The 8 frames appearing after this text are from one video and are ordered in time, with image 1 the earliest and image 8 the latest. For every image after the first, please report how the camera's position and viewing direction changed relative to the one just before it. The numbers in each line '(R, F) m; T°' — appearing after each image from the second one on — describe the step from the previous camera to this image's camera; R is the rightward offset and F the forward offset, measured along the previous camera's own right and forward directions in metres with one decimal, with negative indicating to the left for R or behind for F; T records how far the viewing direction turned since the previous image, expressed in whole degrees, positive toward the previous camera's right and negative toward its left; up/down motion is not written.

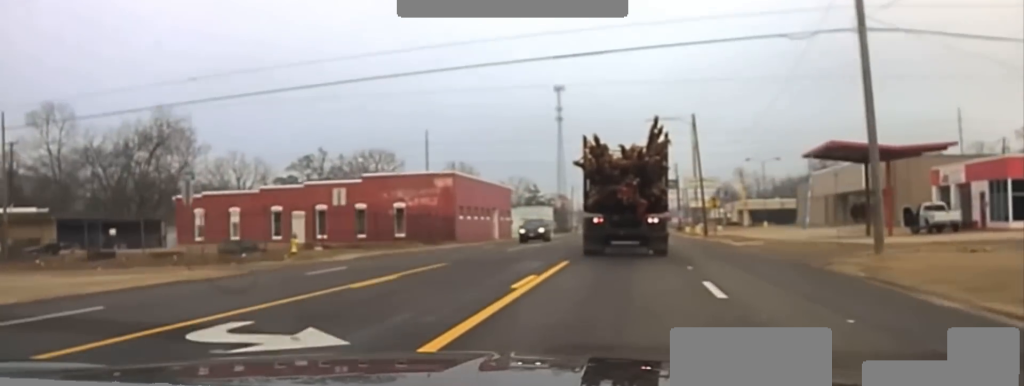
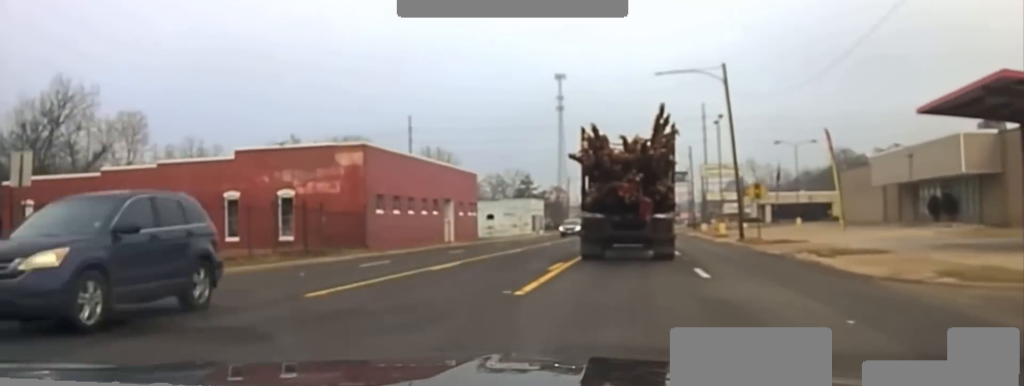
(-0.3, +22.1) m; -1°
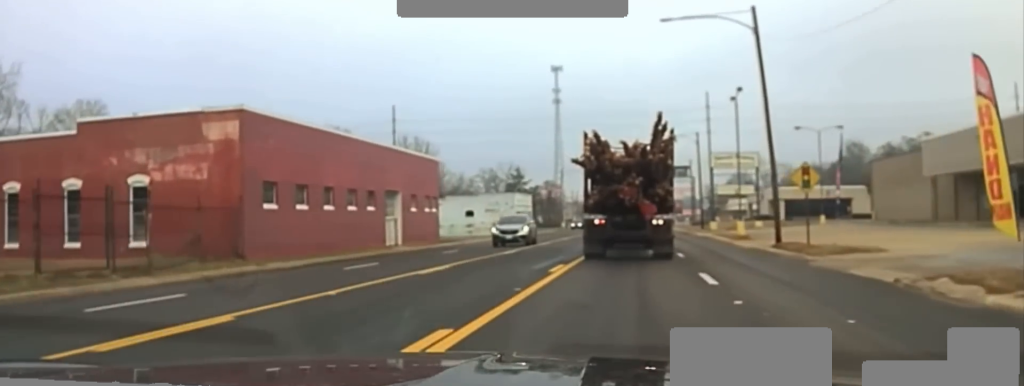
(0.0, +13.7) m; 0°
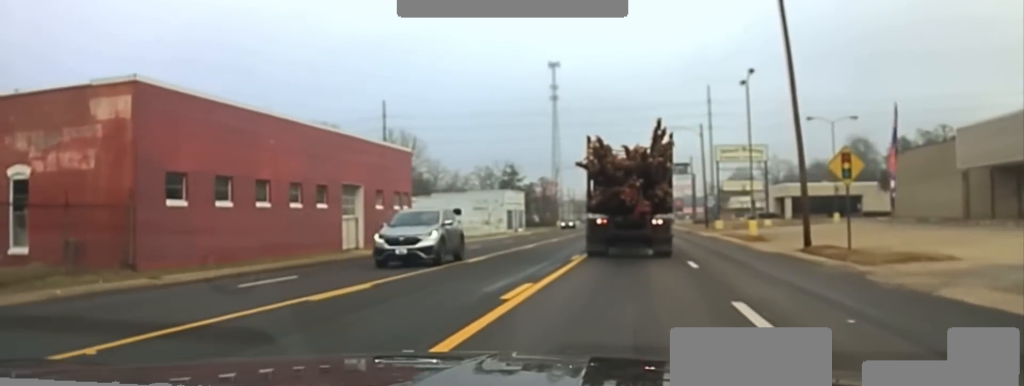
(0.0, +6.1) m; +1°
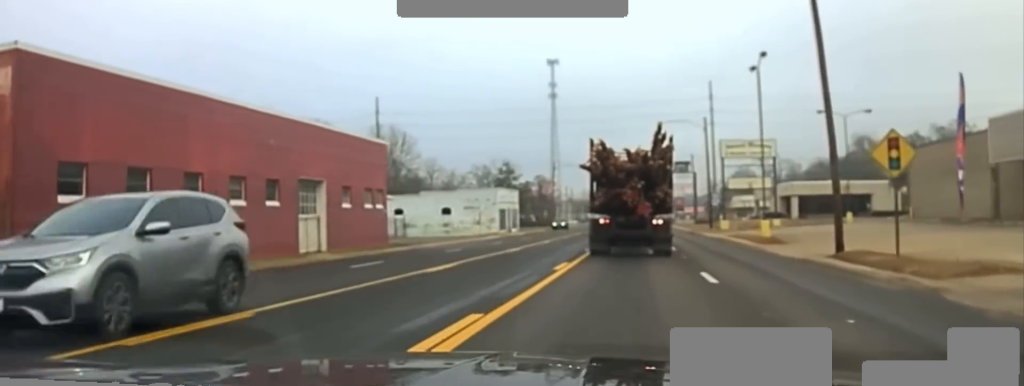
(+0.1, +4.6) m; +1°
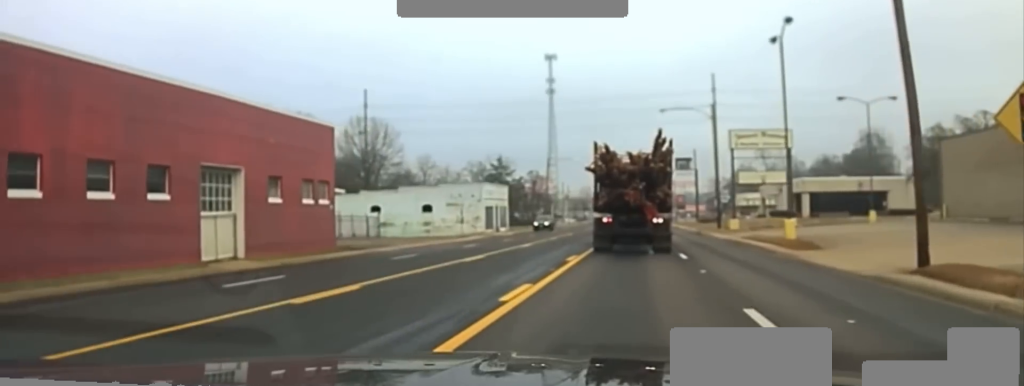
(+0.1, +7.5) m; +1°
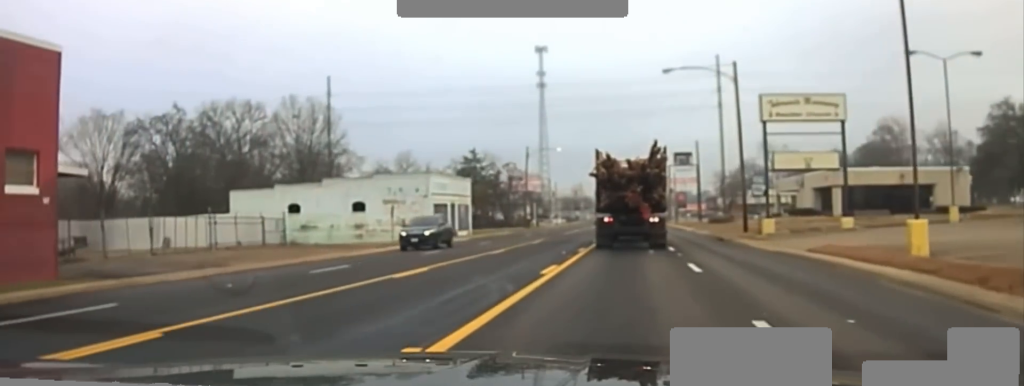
(-0.4, +20.0) m; -2°
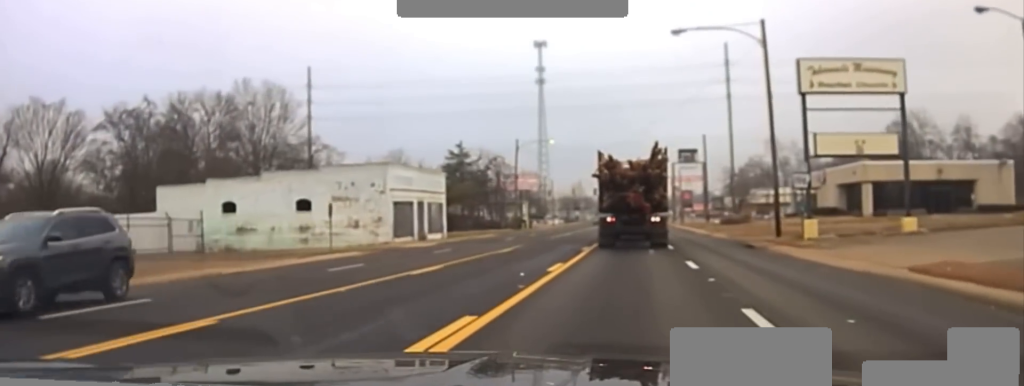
(0.0, +11.0) m; 0°
